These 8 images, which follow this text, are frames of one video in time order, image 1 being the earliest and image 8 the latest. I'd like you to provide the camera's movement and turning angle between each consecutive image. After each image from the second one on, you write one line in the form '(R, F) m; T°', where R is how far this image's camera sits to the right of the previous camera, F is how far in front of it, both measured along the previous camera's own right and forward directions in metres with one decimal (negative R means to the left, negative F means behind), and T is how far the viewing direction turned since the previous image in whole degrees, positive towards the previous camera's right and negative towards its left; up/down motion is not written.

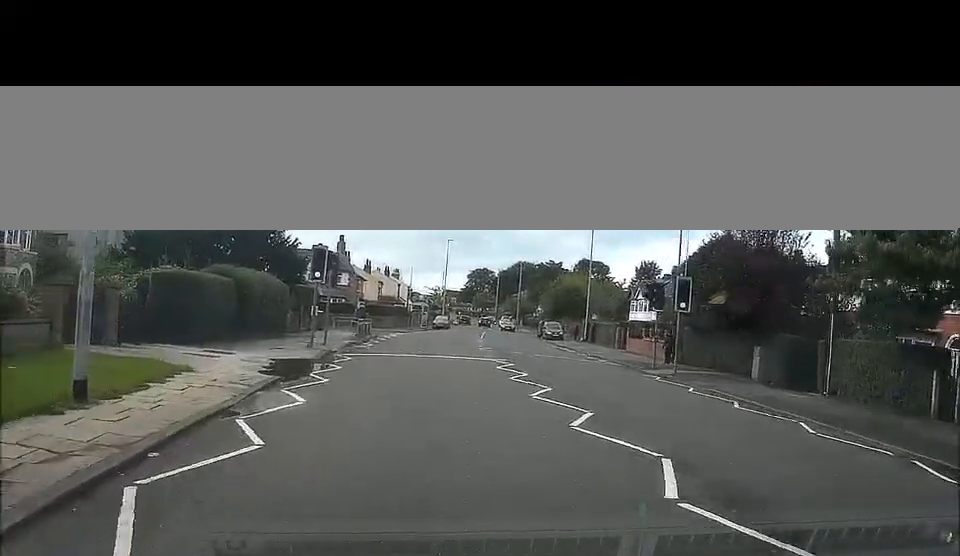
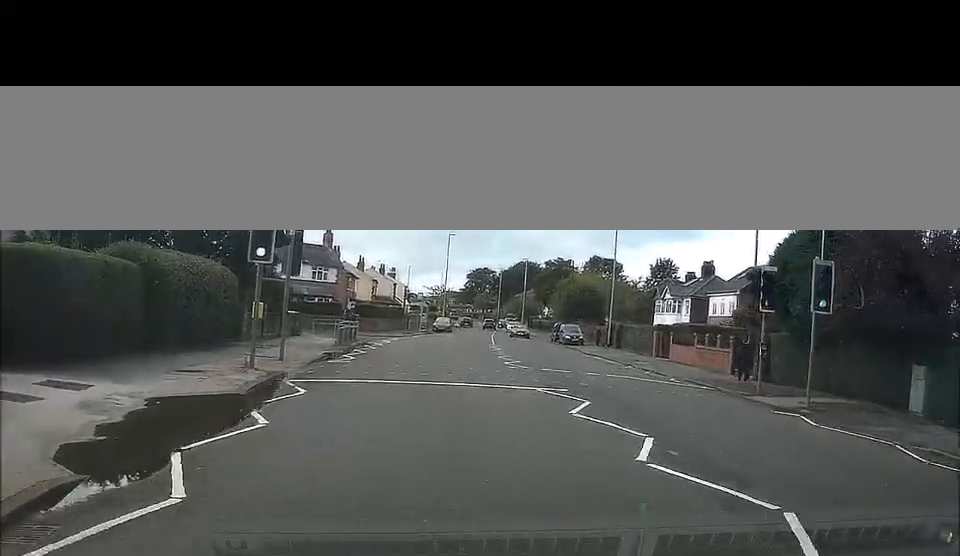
(-0.2, +10.8) m; +1°
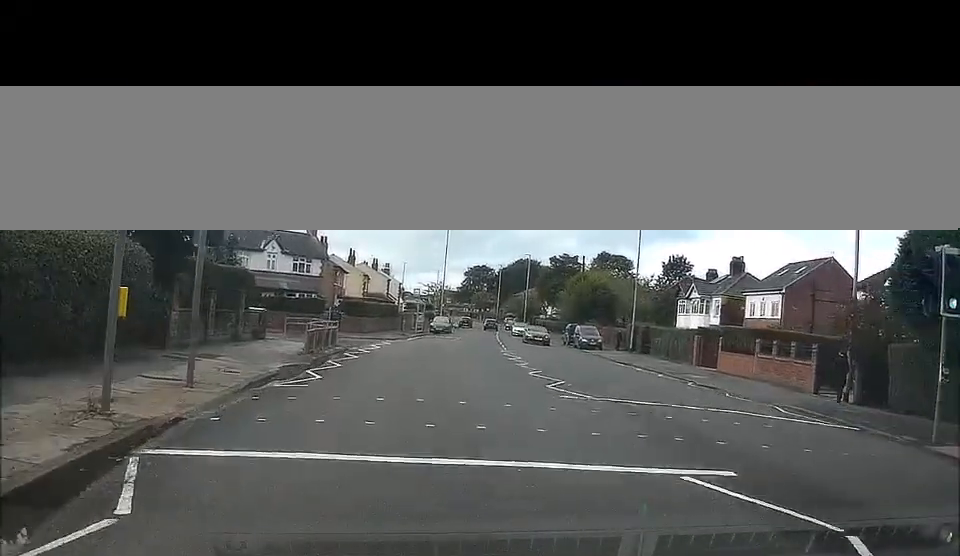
(+0.3, +9.0) m; +2°
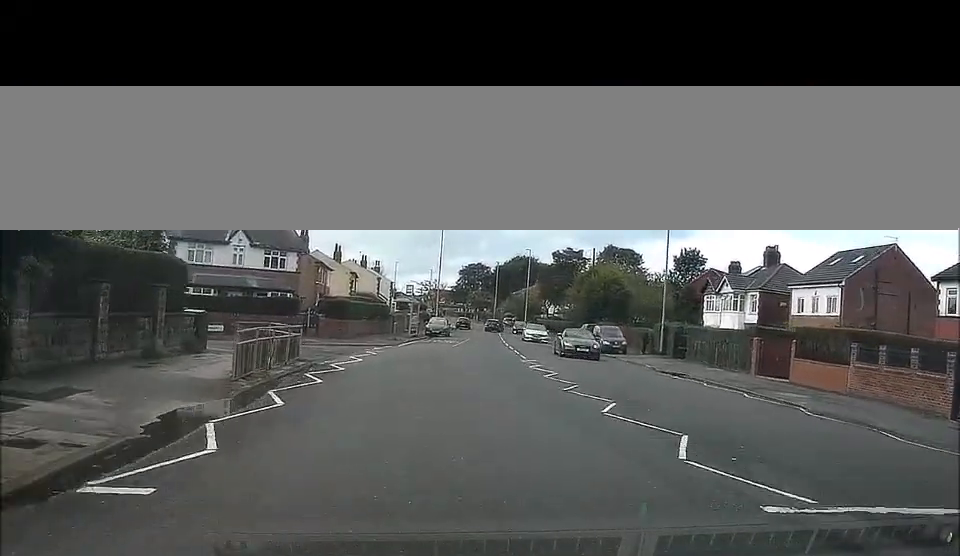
(0.0, +9.4) m; -1°
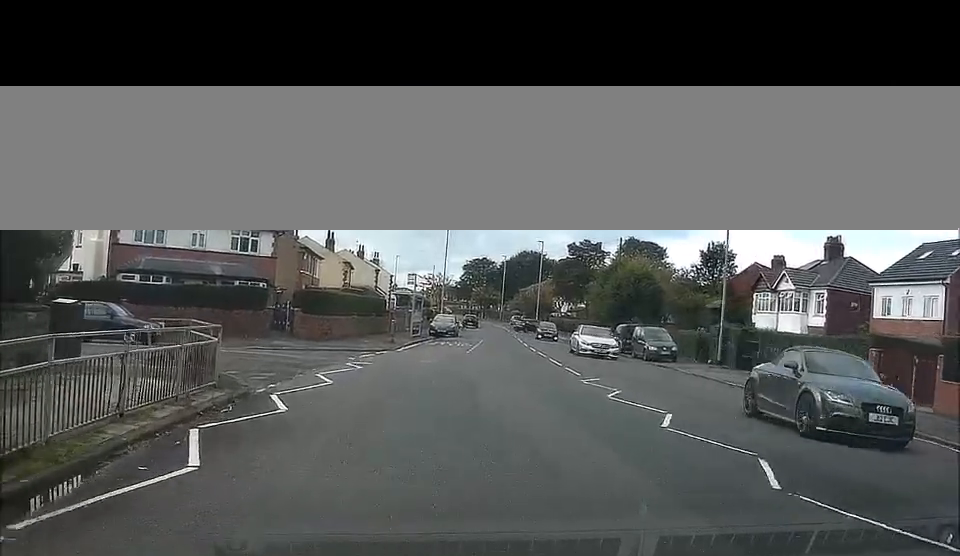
(-0.3, +10.6) m; 0°
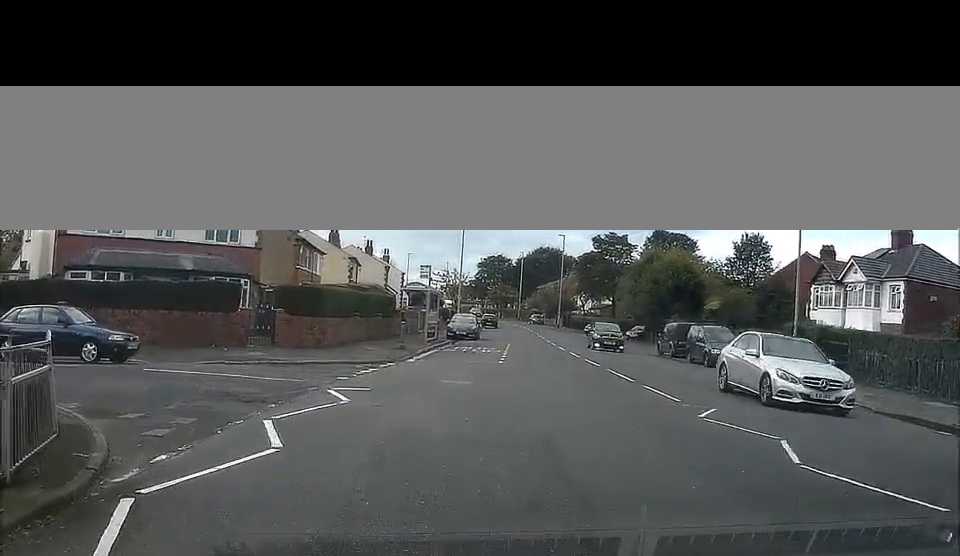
(+0.3, +8.0) m; +5°
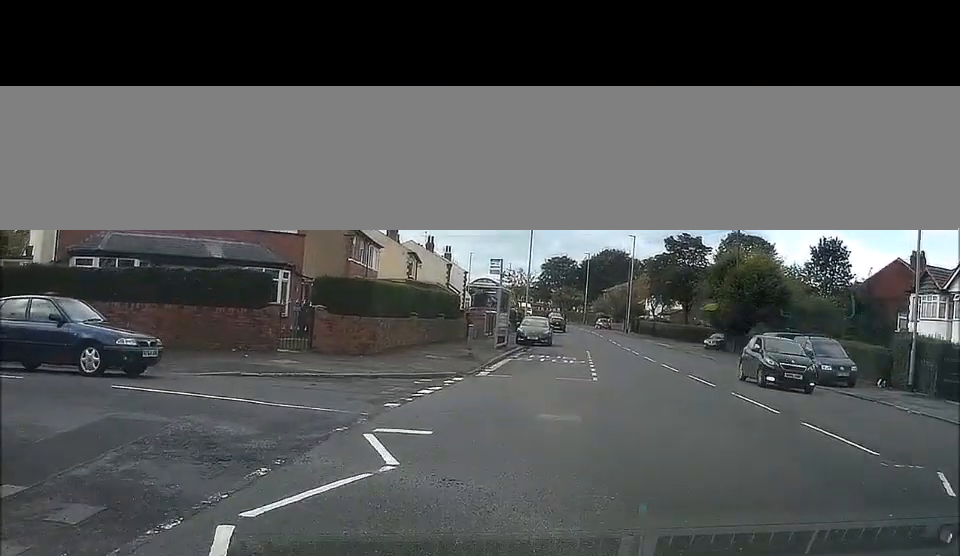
(+0.4, +4.5) m; +3°
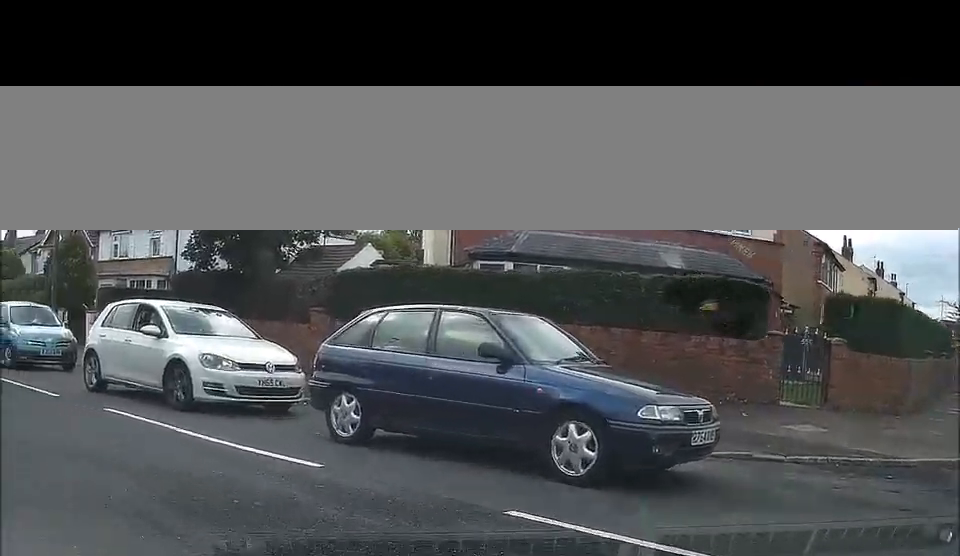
(-1.2, +7.5) m; -29°
